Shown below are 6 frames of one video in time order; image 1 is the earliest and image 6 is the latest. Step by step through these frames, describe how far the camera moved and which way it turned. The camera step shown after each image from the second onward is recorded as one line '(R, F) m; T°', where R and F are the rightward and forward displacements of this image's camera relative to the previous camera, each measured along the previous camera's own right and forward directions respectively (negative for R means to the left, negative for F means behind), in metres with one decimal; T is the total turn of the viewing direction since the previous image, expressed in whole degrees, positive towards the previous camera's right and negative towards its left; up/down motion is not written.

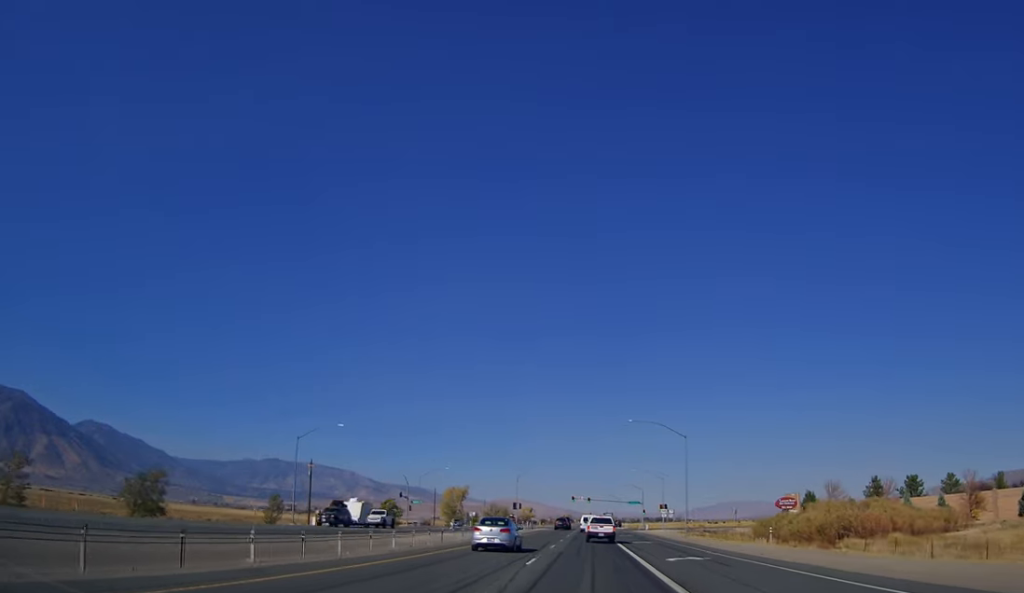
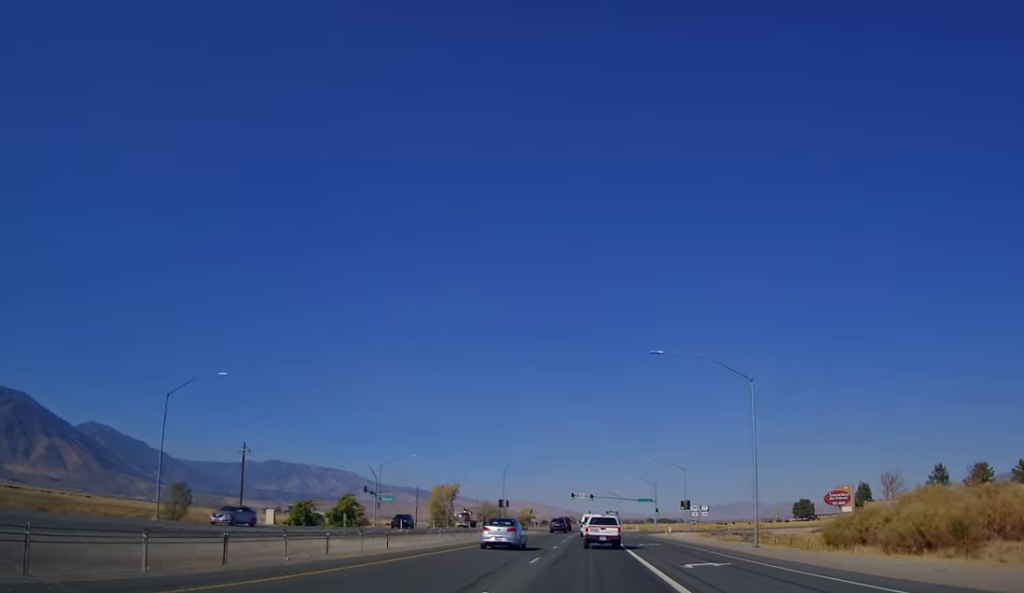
(0.0, +26.2) m; 0°
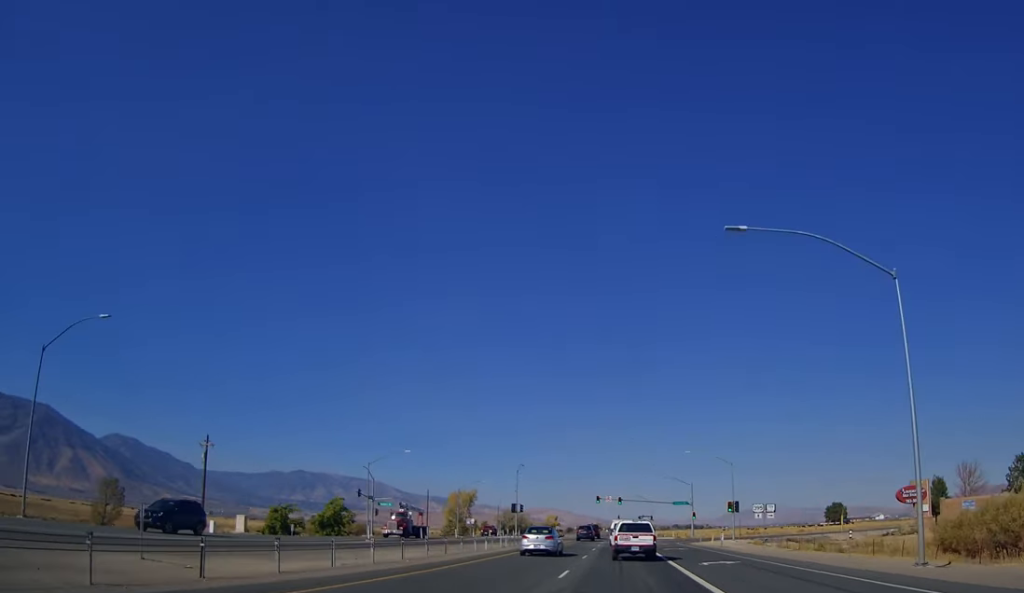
(0.0, +17.4) m; -1°
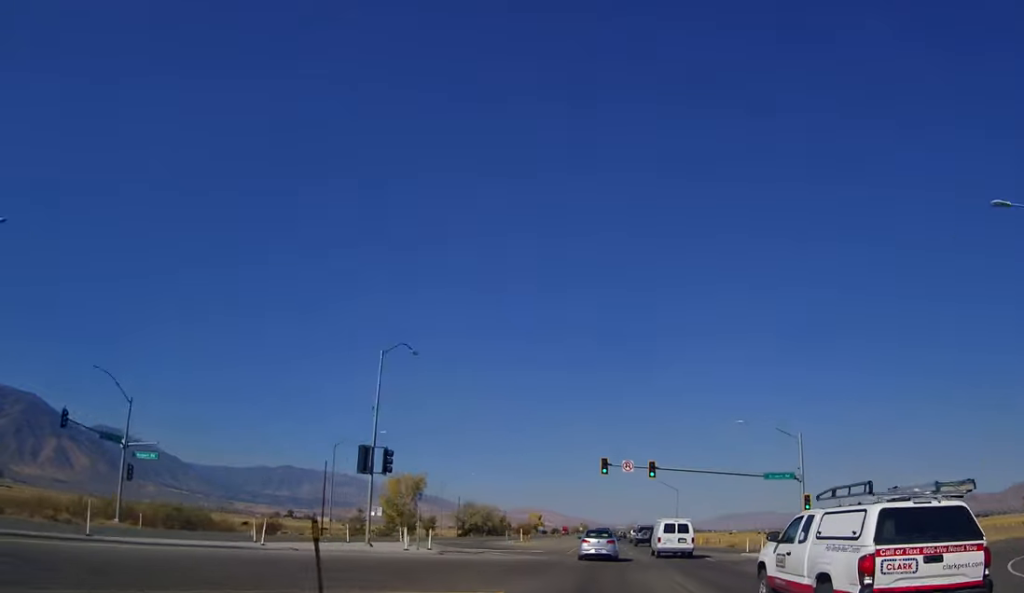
(-2.1, +57.6) m; -2°
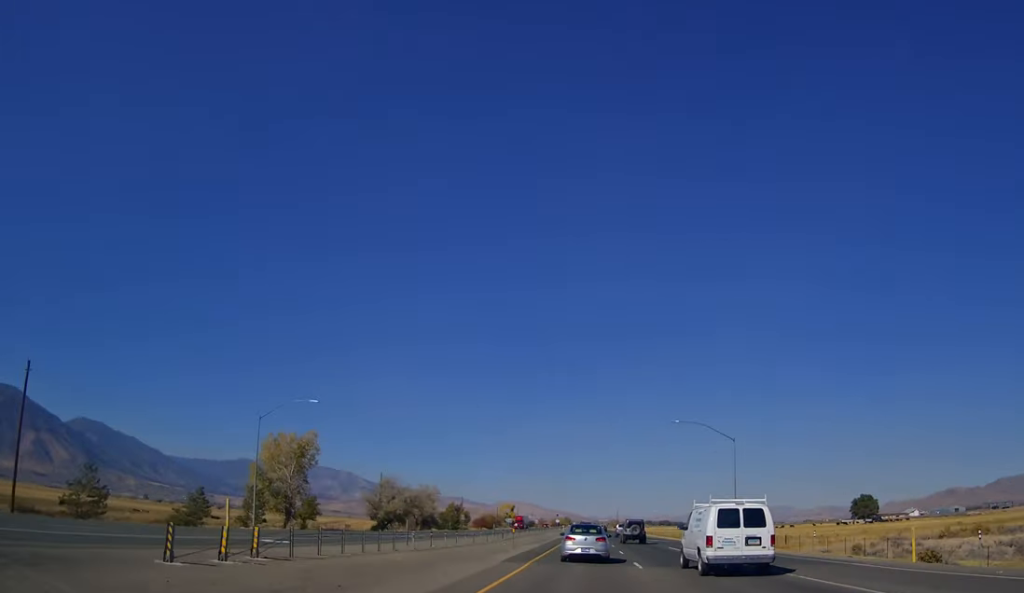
(+1.0, +50.9) m; +2°
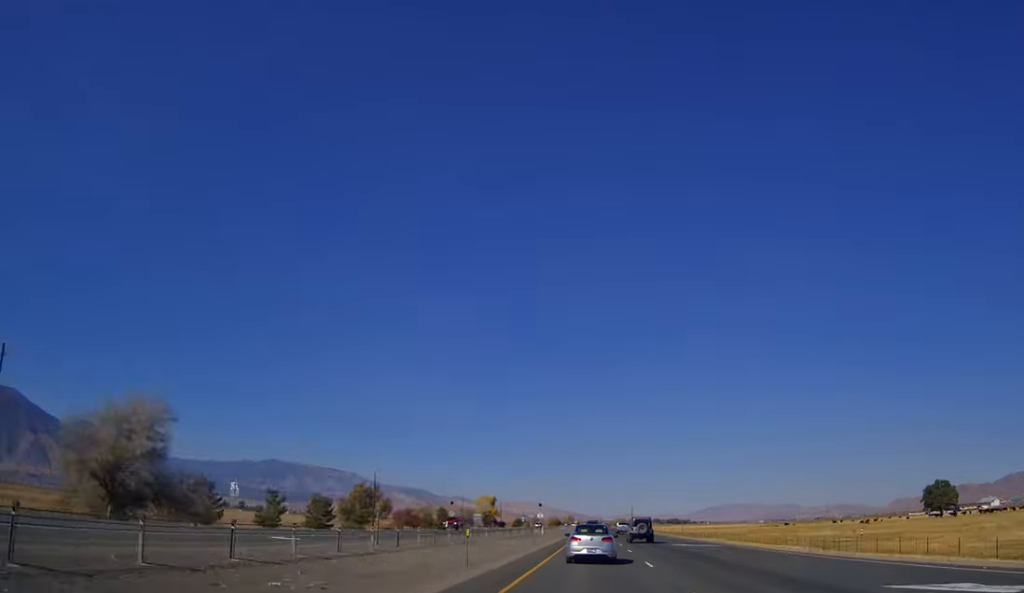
(+1.1, +94.5) m; +1°
